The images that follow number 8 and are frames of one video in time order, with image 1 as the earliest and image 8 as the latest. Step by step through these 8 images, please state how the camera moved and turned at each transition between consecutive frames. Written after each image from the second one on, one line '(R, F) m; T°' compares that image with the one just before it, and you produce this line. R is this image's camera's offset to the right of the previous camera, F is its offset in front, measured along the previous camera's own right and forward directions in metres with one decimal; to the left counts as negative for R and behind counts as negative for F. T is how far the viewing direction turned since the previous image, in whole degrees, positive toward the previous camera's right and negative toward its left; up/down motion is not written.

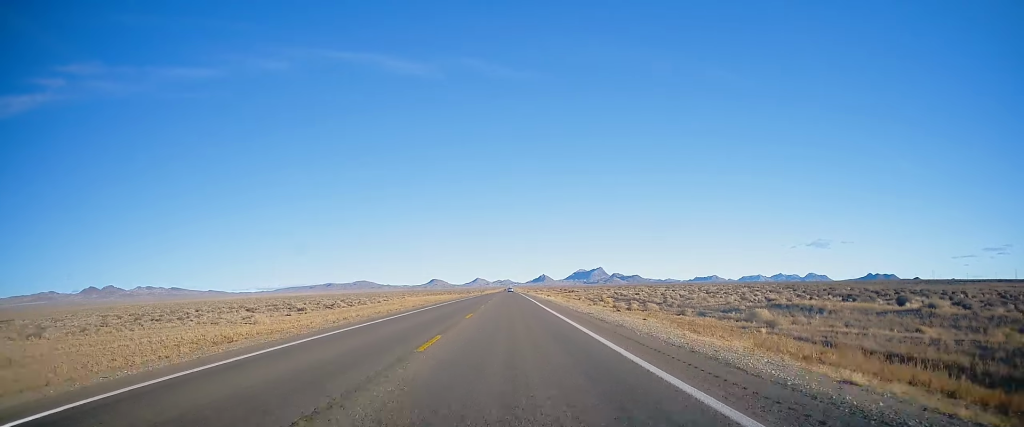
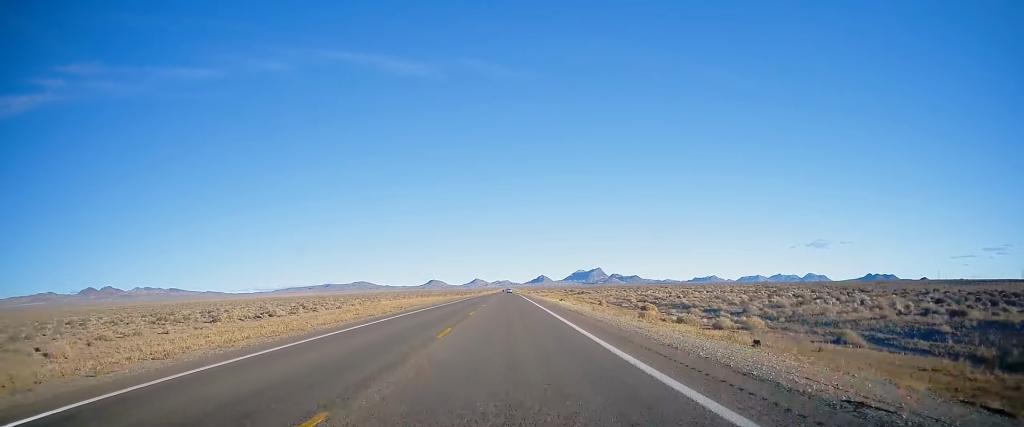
(-0.2, +21.4) m; +1°
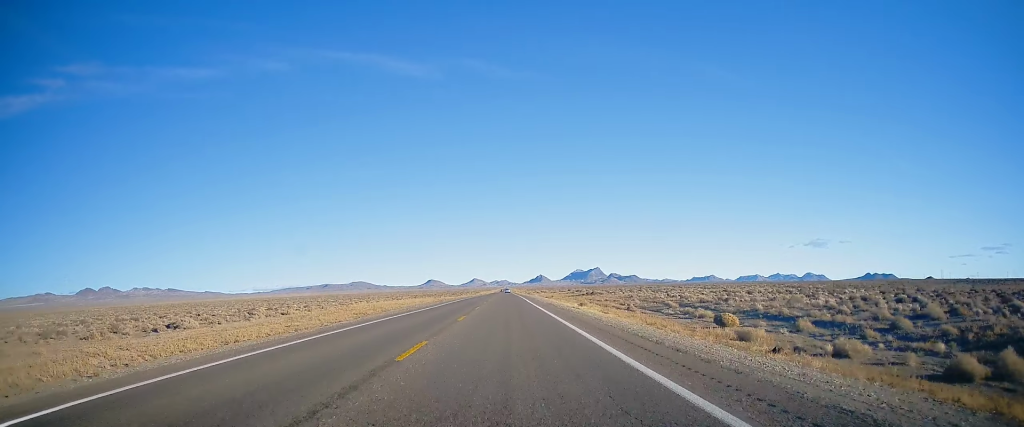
(+0.4, +16.7) m; +1°
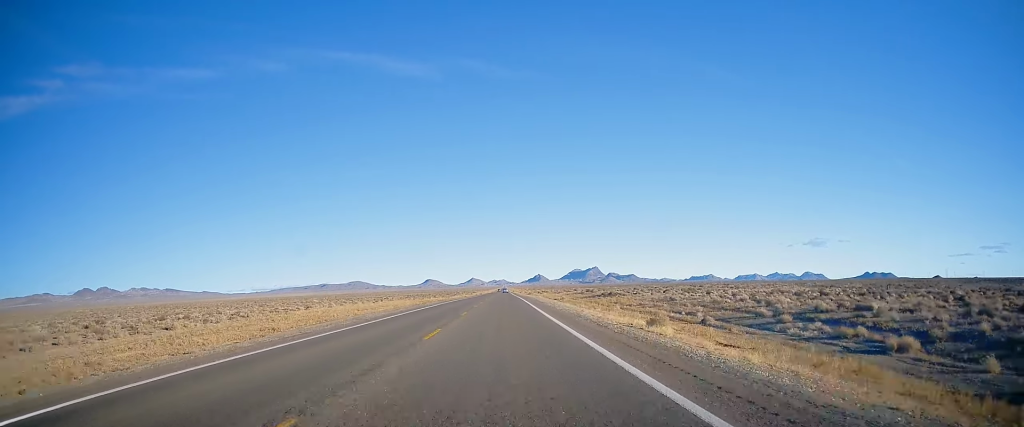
(+0.2, +20.1) m; 0°
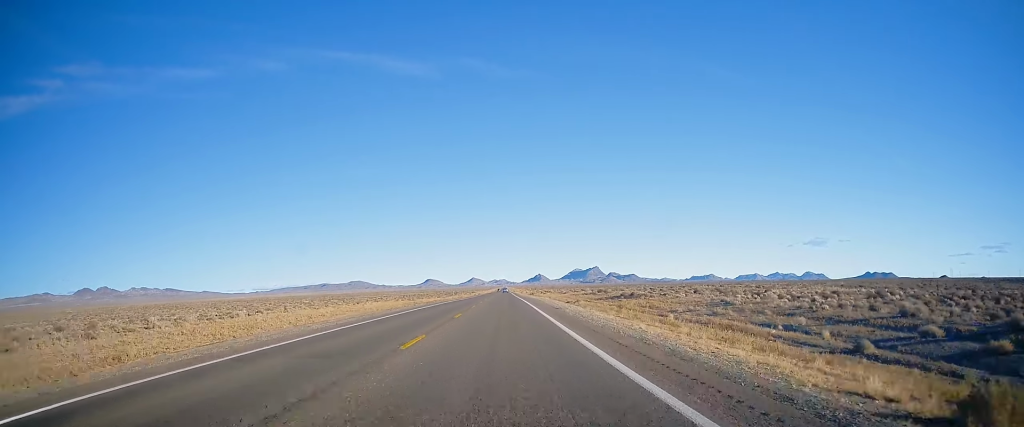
(0.0, +14.5) m; 0°
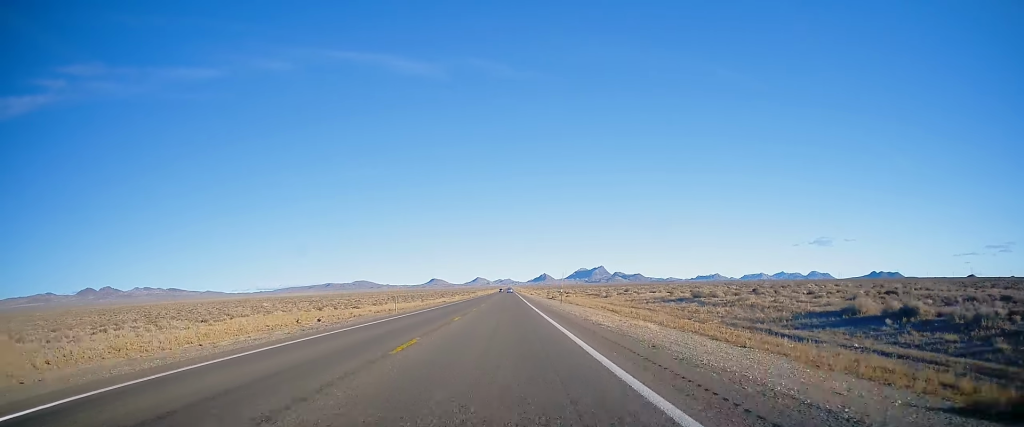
(-0.7, +49.3) m; -1°
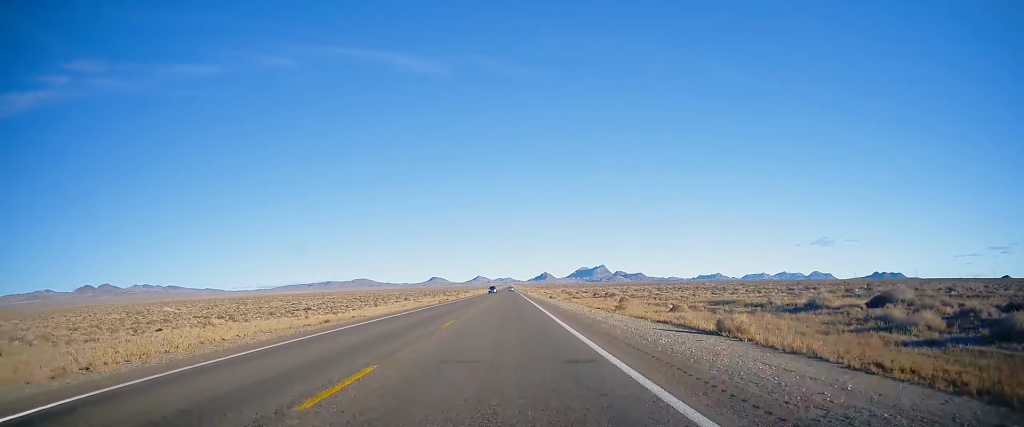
(+1.0, +66.1) m; +1°
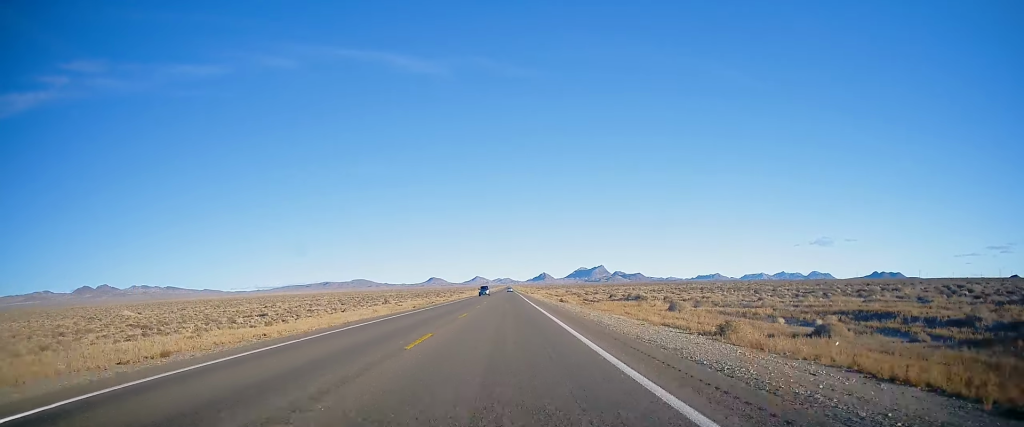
(-0.3, +18.0) m; 0°
